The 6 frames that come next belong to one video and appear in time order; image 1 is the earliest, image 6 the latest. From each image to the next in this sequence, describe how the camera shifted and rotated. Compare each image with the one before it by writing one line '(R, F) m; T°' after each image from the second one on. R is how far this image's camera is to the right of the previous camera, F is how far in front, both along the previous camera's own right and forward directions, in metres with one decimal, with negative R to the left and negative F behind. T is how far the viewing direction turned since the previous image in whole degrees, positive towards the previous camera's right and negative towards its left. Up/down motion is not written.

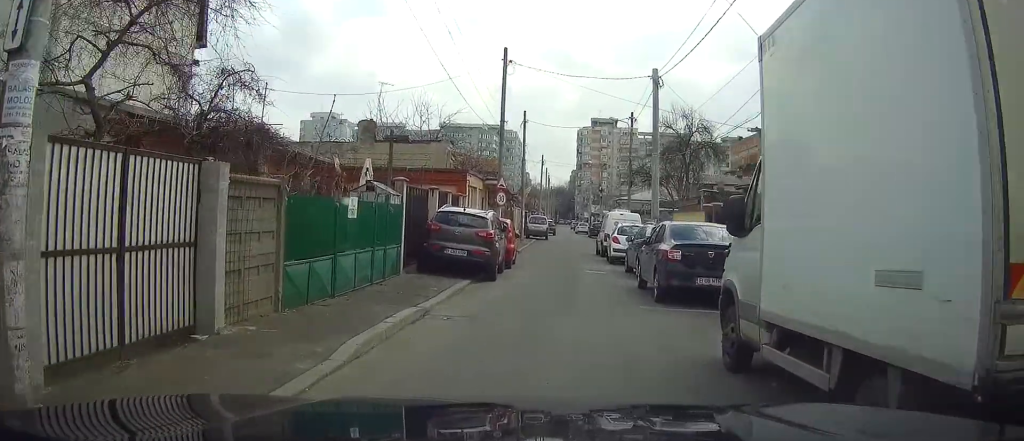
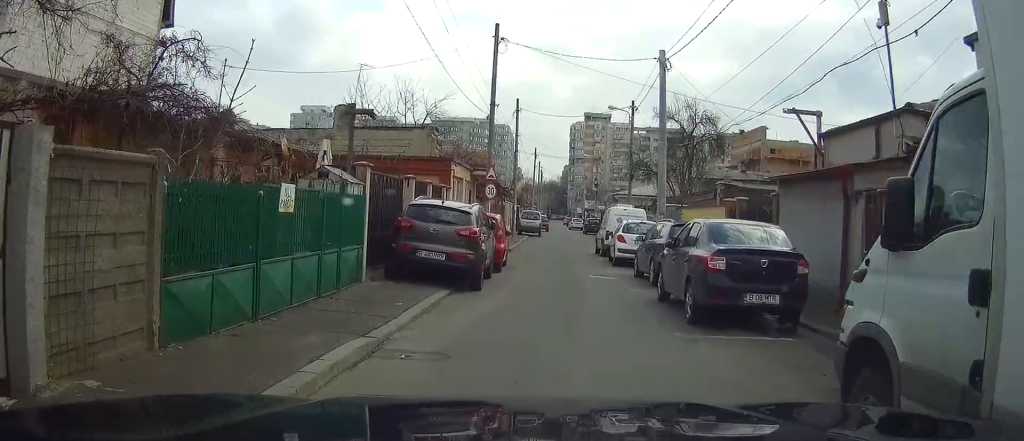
(+0.1, +3.0) m; +4°
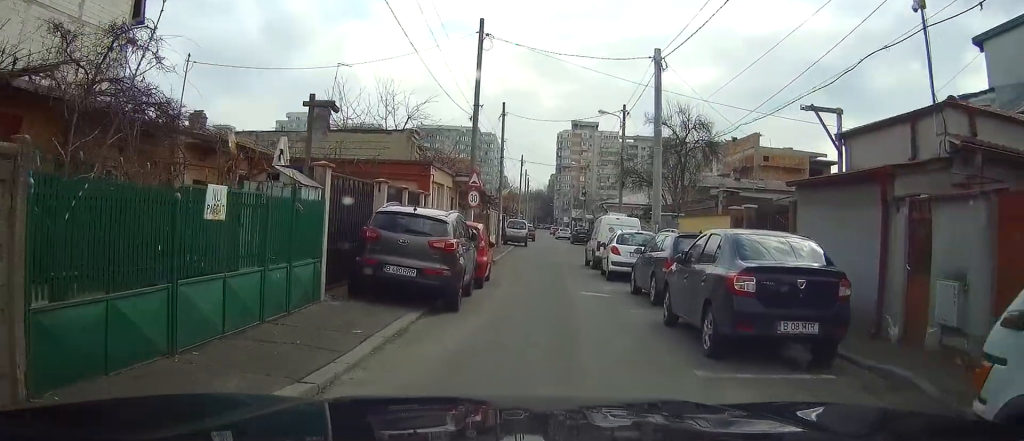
(+0.1, +2.0) m; +1°
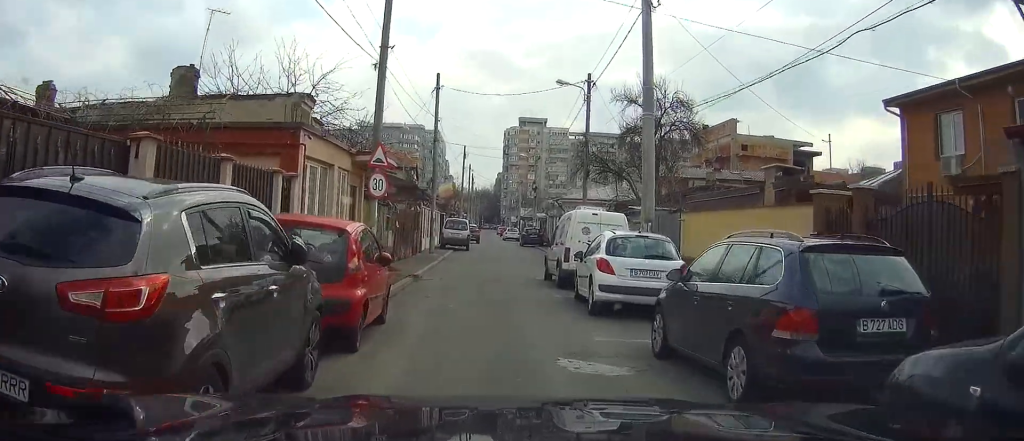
(0.0, +9.0) m; -2°
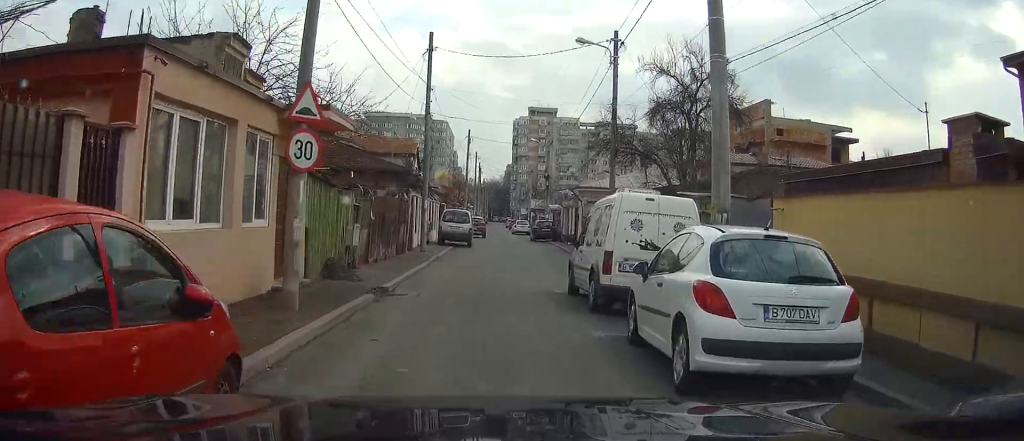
(-0.1, +6.5) m; -2°
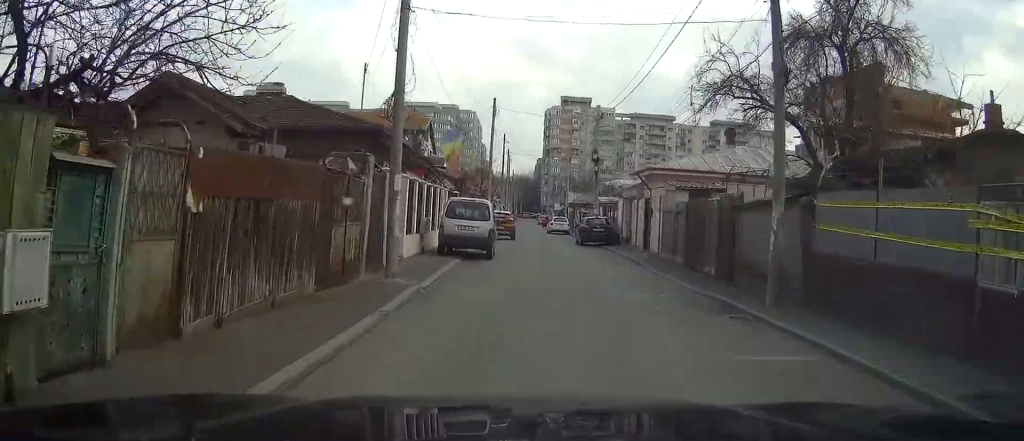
(-0.2, +13.7) m; 0°
